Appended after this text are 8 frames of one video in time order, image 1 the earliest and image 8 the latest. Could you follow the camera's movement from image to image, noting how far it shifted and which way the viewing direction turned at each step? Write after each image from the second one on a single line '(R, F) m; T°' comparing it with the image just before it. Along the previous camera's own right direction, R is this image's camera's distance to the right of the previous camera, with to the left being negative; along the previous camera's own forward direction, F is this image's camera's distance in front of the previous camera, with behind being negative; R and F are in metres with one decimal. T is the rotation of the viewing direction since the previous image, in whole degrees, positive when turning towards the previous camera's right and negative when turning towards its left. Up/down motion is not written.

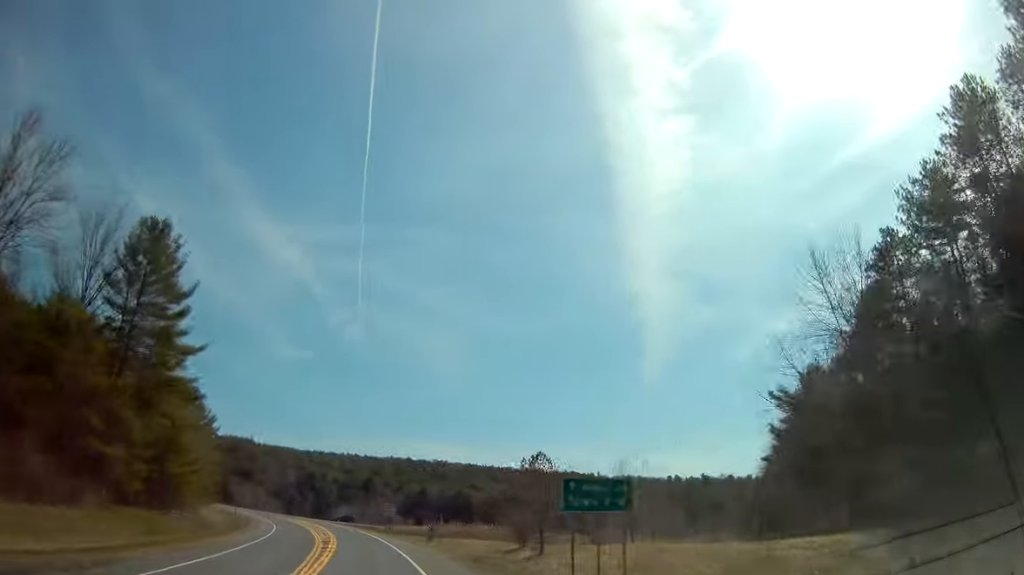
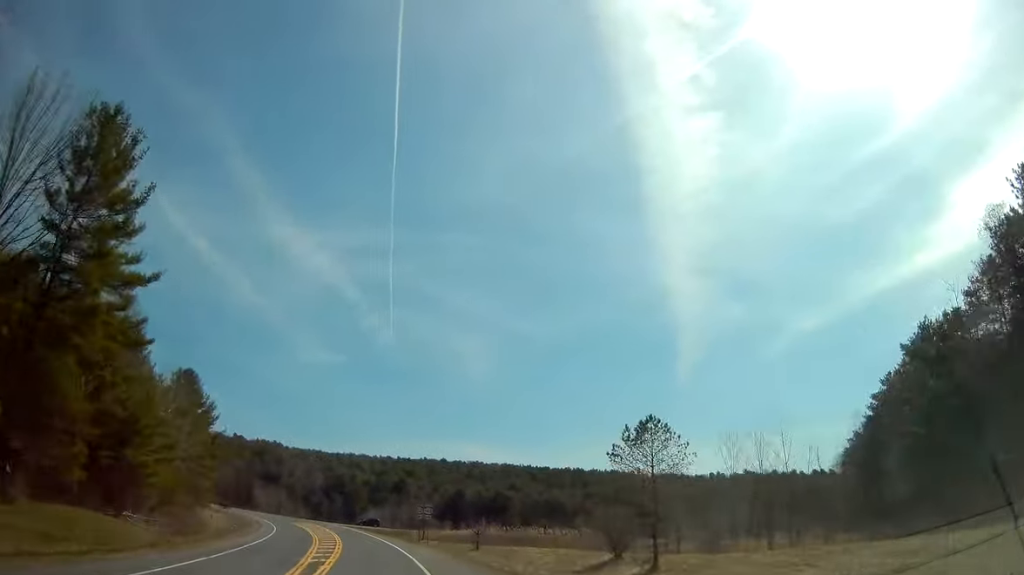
(0.0, +15.7) m; -2°
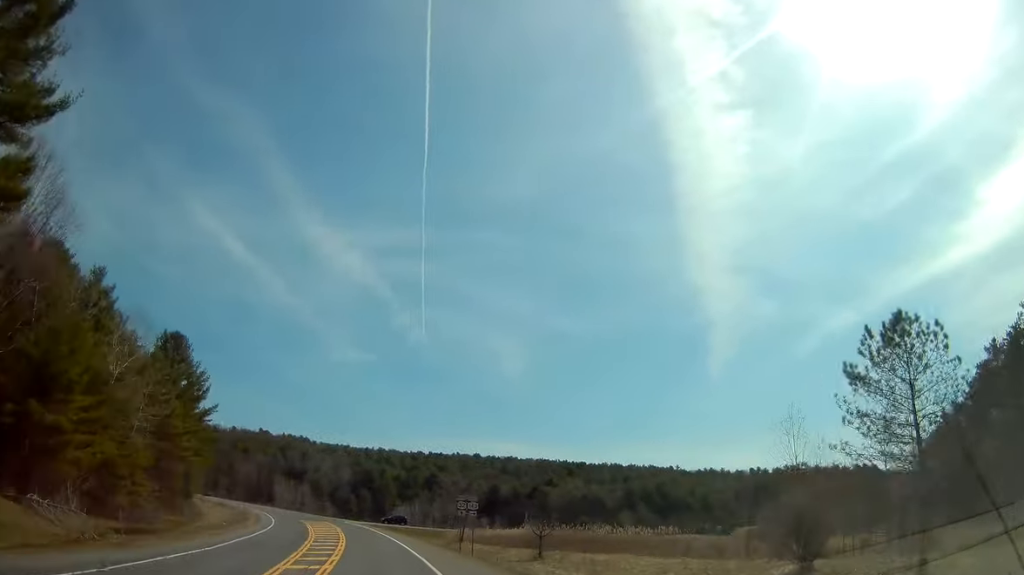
(-0.6, +15.7) m; -2°
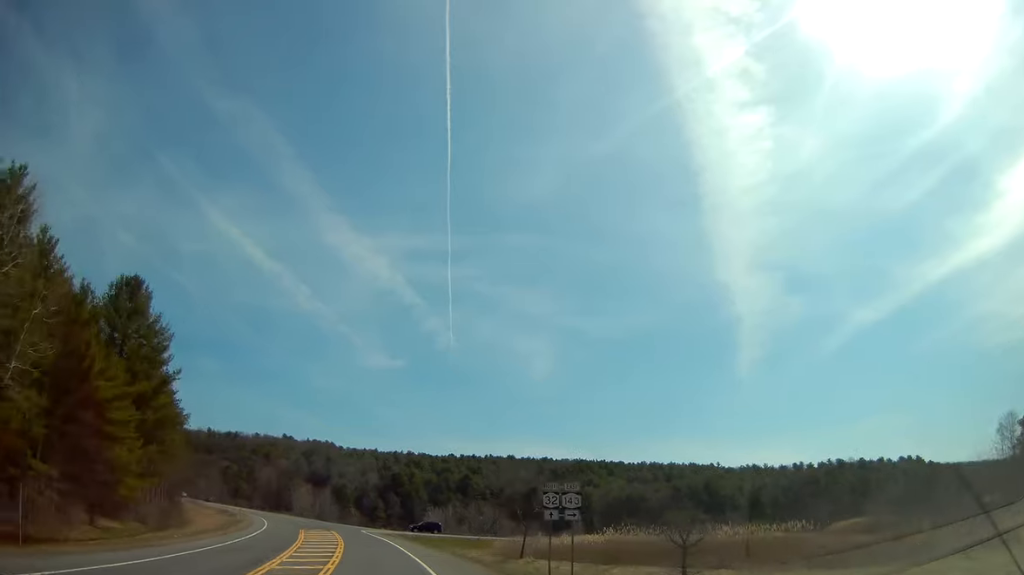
(-0.4, +18.9) m; -3°
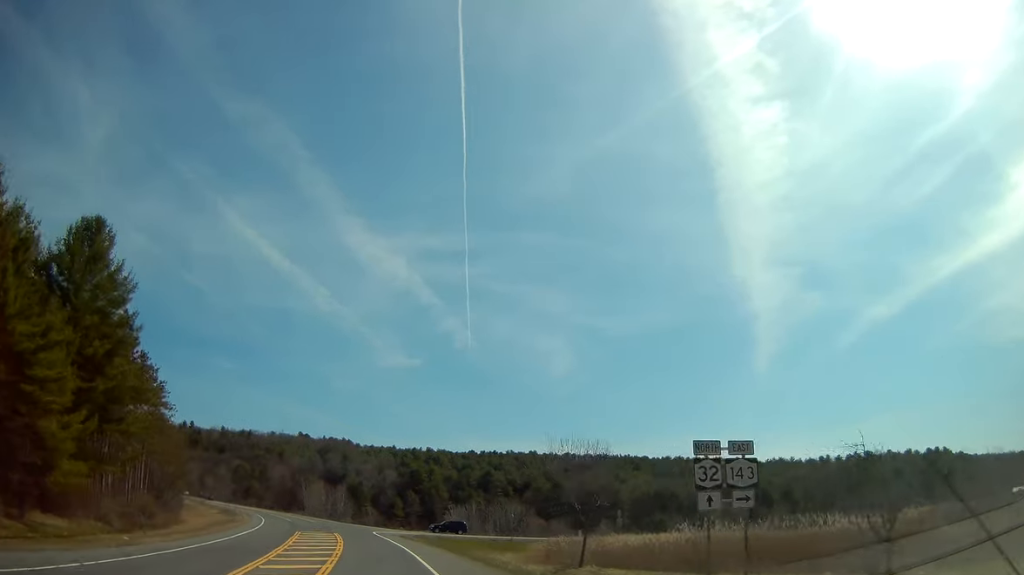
(+0.1, +11.0) m; -1°
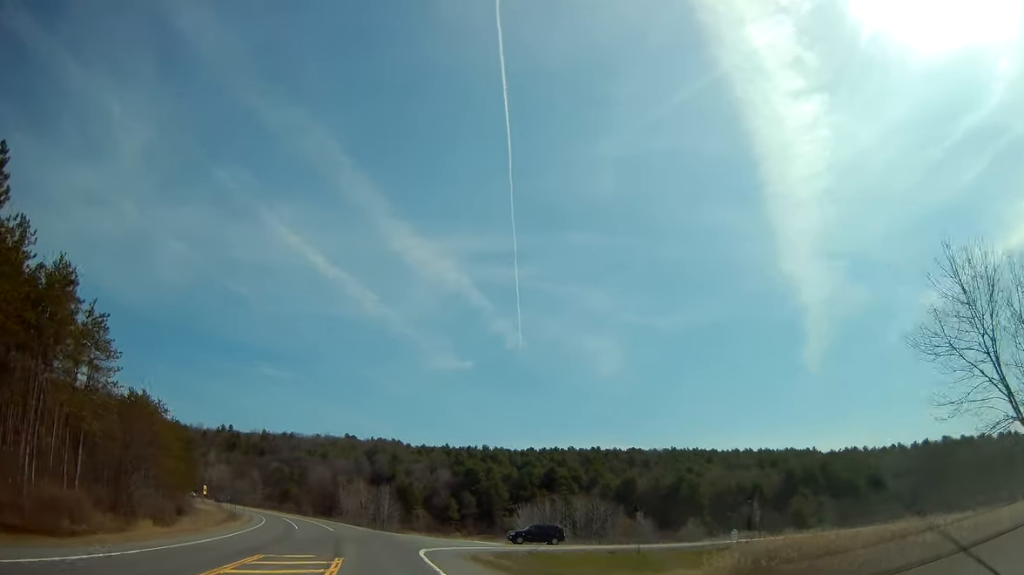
(-1.1, +26.0) m; -5°
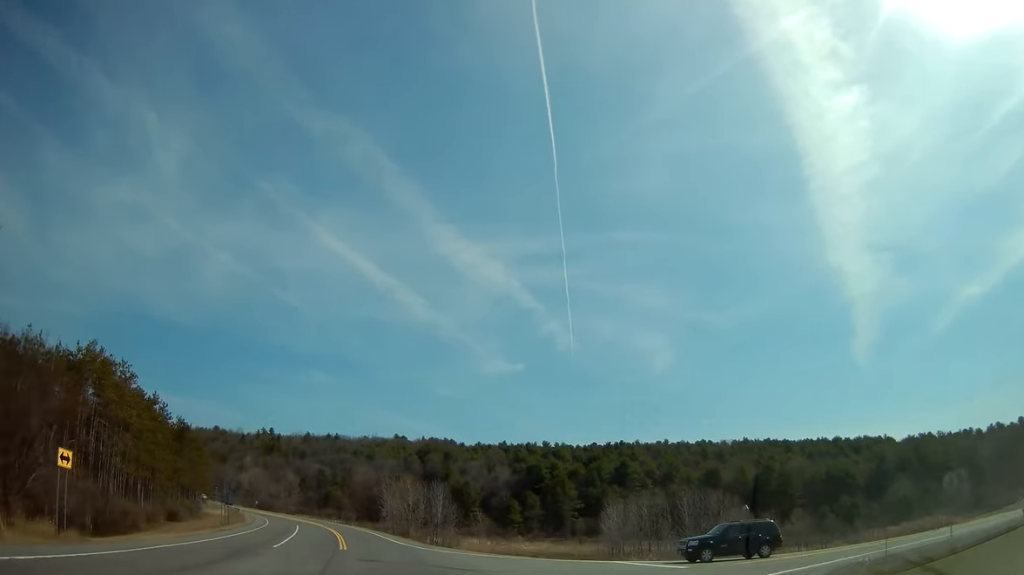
(-1.2, +25.5) m; -5°
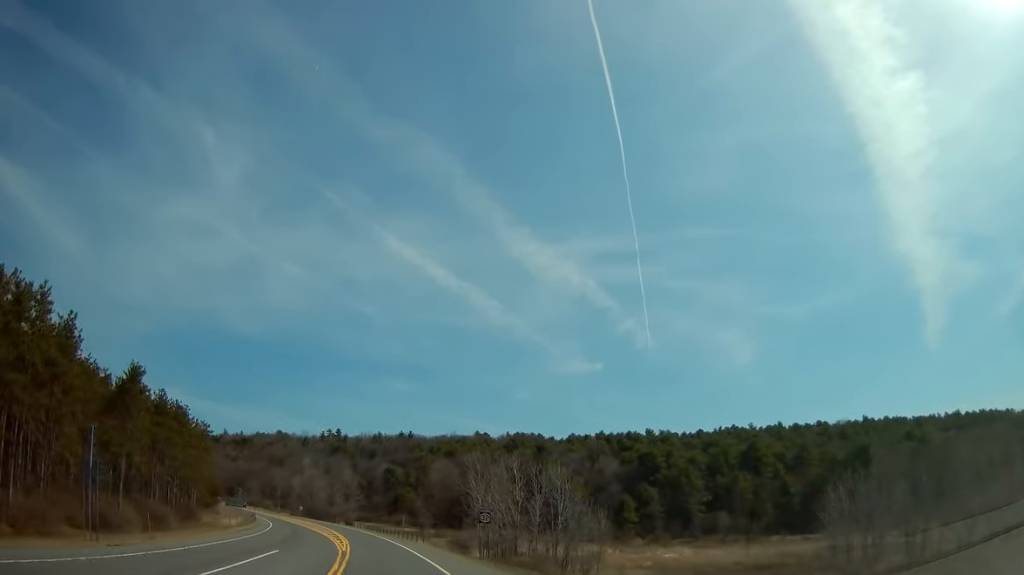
(-2.6, +40.5) m; -7°
